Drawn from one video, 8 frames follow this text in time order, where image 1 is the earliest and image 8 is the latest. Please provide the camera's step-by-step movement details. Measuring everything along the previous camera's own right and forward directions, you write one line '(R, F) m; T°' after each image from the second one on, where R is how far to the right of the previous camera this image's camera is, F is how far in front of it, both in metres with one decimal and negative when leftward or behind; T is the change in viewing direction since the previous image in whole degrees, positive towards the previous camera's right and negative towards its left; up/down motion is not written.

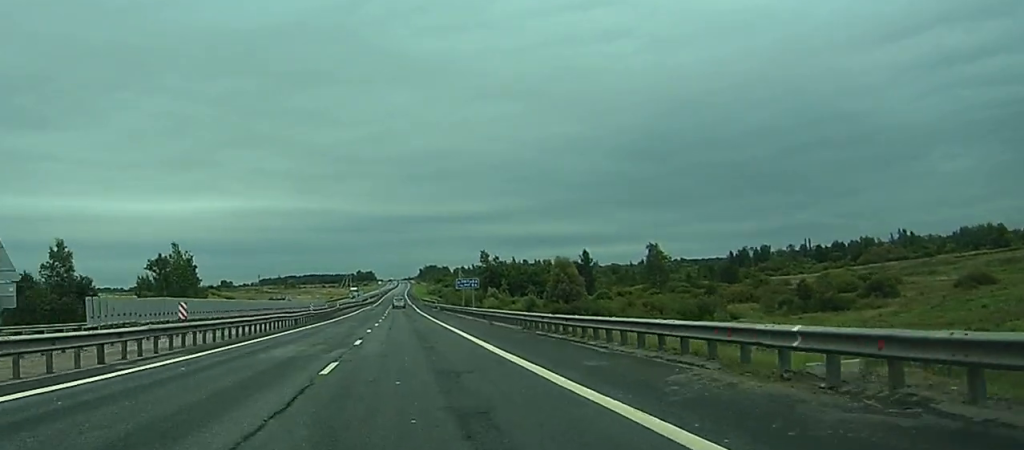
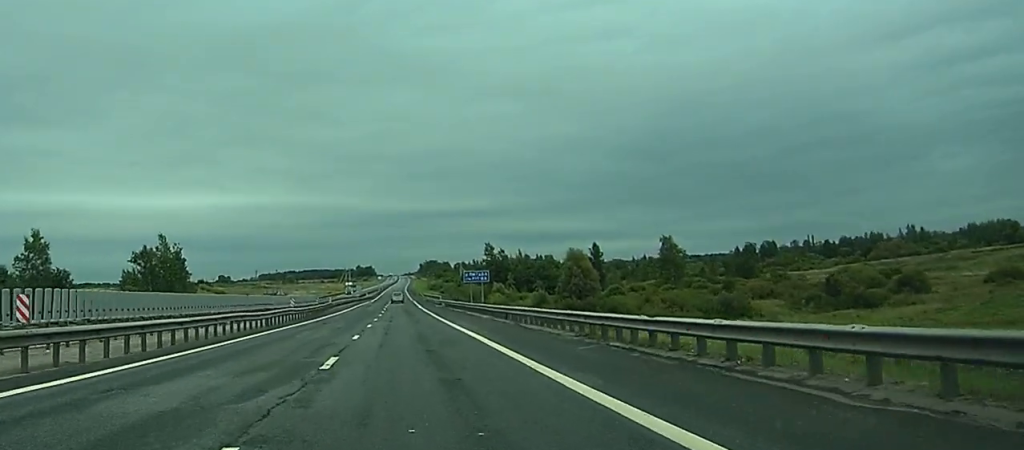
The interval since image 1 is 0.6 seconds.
(+0.1, +10.9) m; 0°
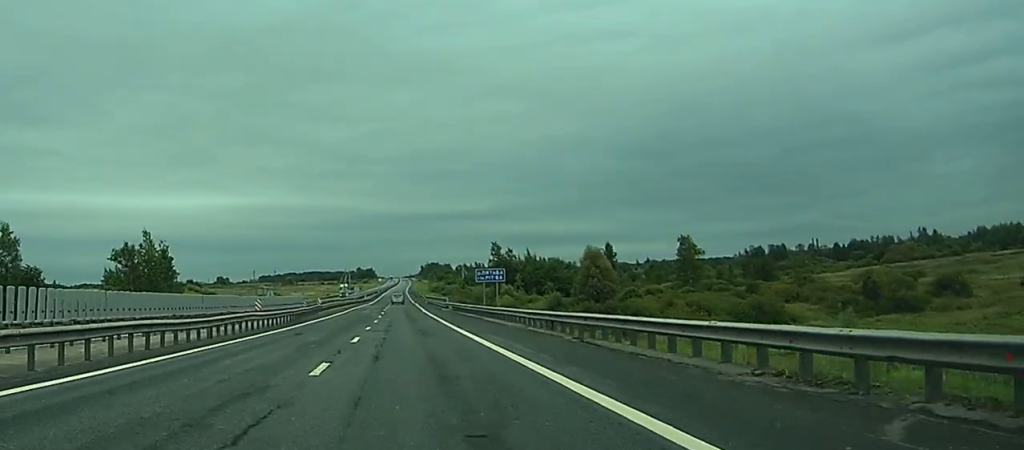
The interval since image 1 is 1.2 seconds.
(-0.1, +12.6) m; 0°
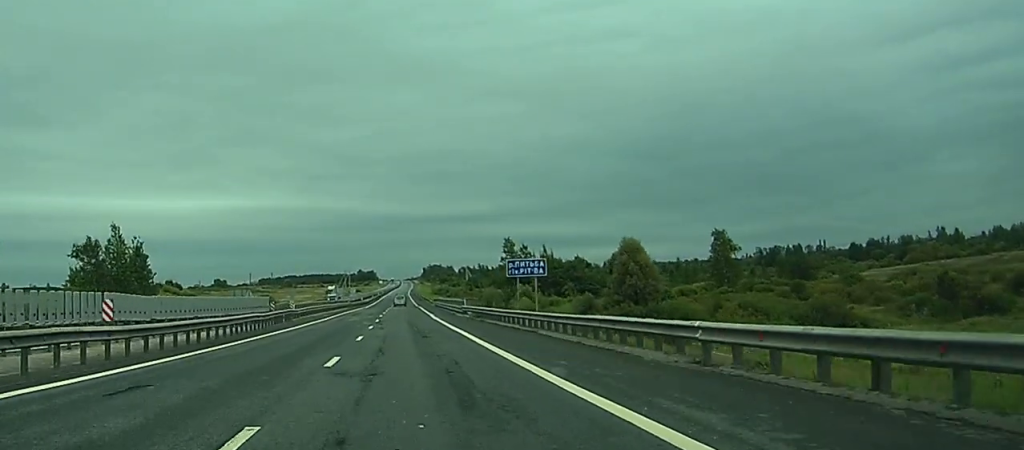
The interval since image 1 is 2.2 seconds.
(-0.1, +20.3) m; 0°
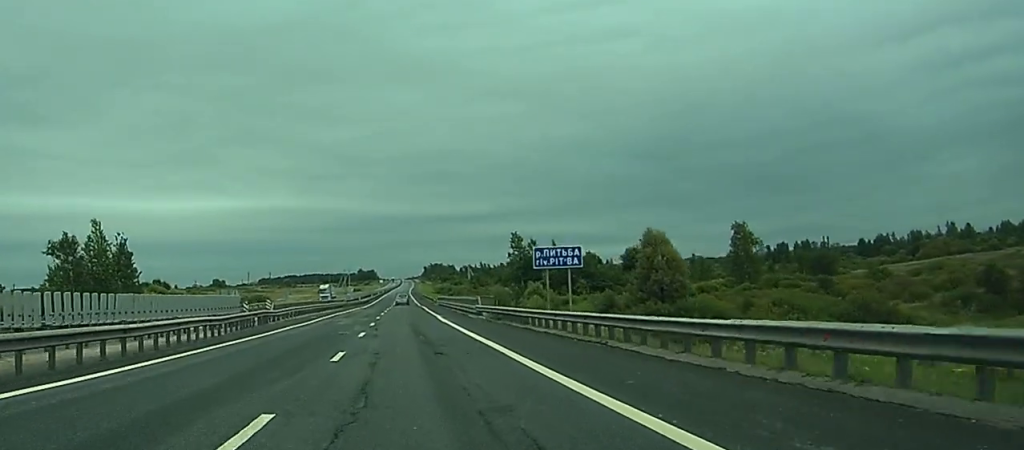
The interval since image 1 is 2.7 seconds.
(0.0, +10.4) m; 0°
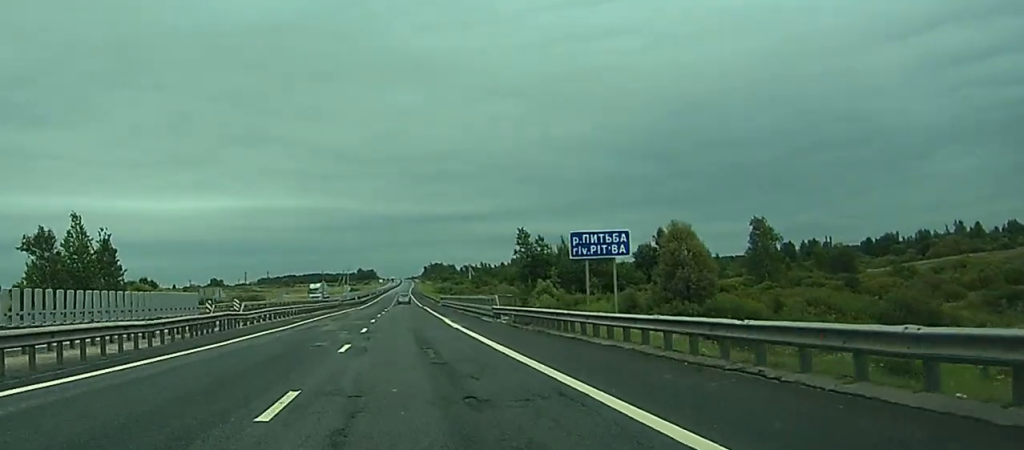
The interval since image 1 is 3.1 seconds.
(0.0, +9.2) m; 0°
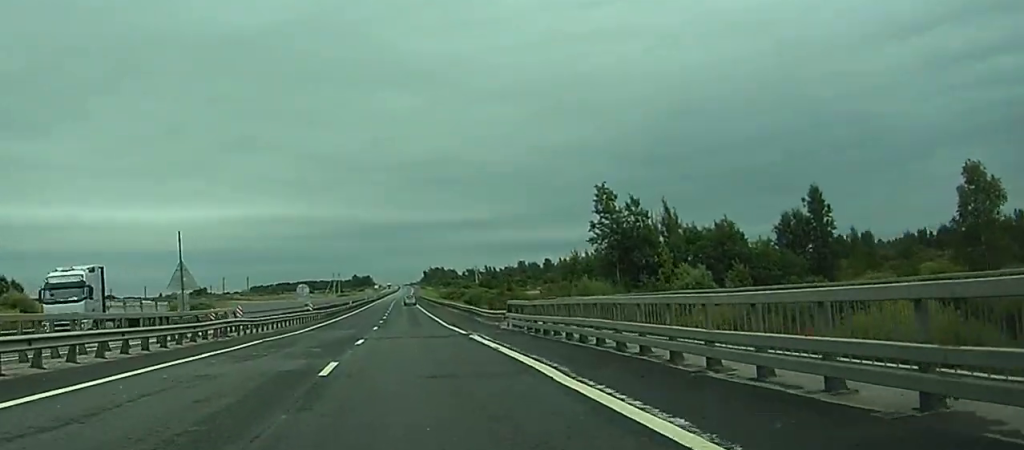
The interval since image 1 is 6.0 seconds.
(+0.1, +63.5) m; 0°
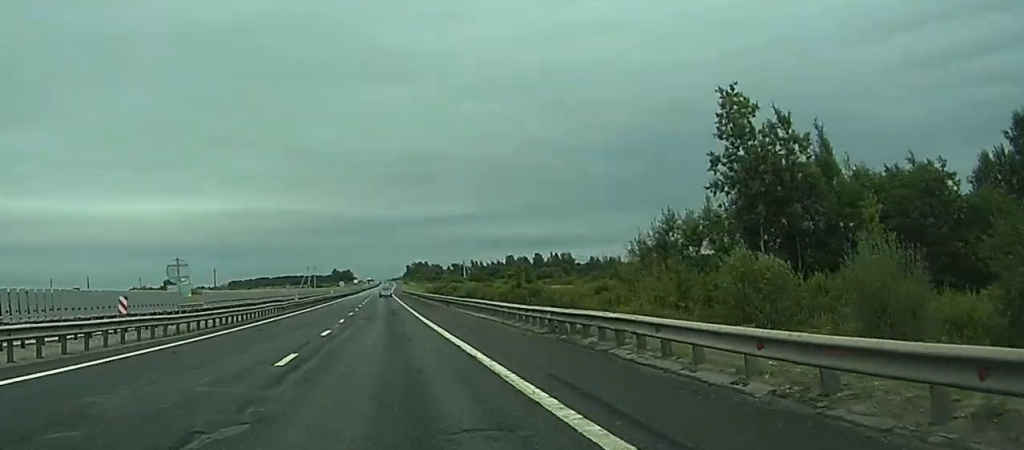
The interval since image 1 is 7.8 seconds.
(+0.5, +41.0) m; +1°
